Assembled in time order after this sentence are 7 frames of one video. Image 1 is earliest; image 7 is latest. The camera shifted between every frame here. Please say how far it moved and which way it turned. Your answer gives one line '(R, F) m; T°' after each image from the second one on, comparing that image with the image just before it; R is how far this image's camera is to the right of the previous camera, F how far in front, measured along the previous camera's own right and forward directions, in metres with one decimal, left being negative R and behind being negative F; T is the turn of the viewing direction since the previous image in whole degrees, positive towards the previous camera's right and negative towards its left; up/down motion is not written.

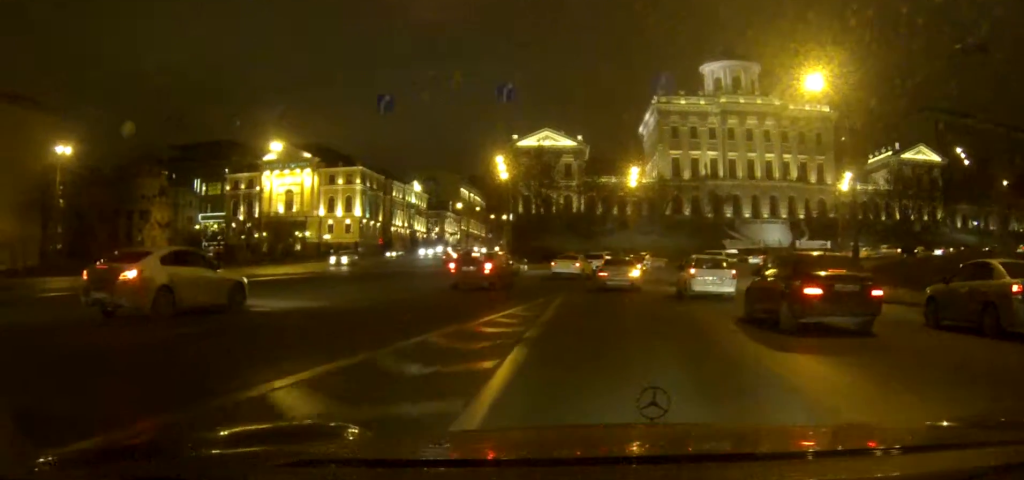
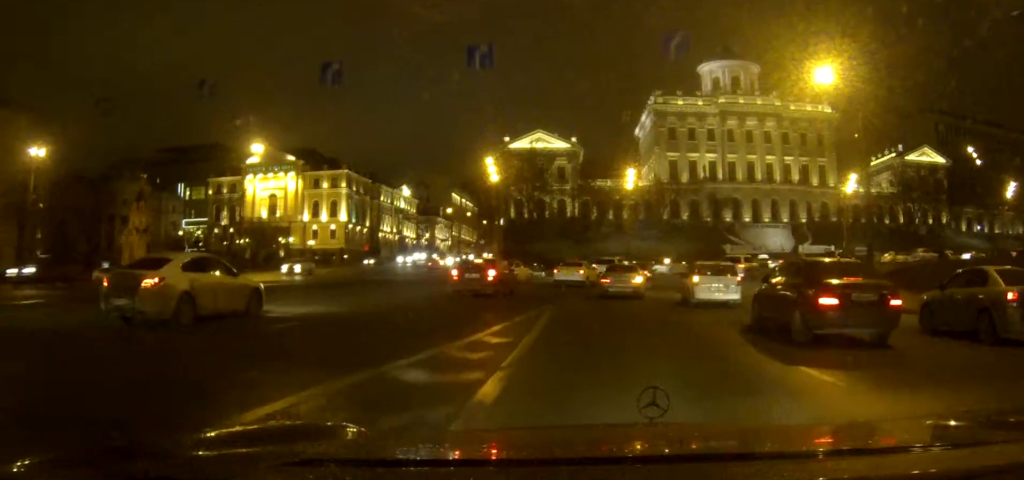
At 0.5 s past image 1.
(0.0, +4.5) m; 0°
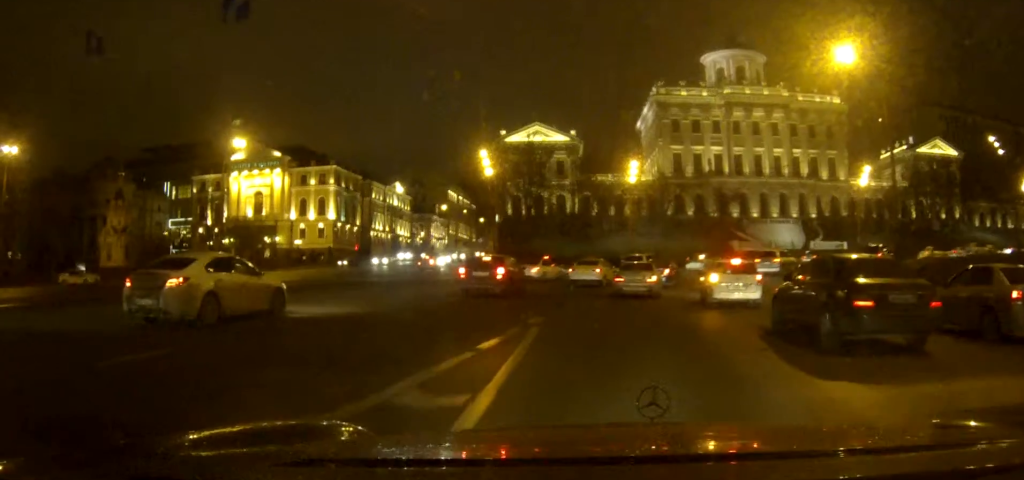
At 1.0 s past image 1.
(0.0, +5.5) m; 0°
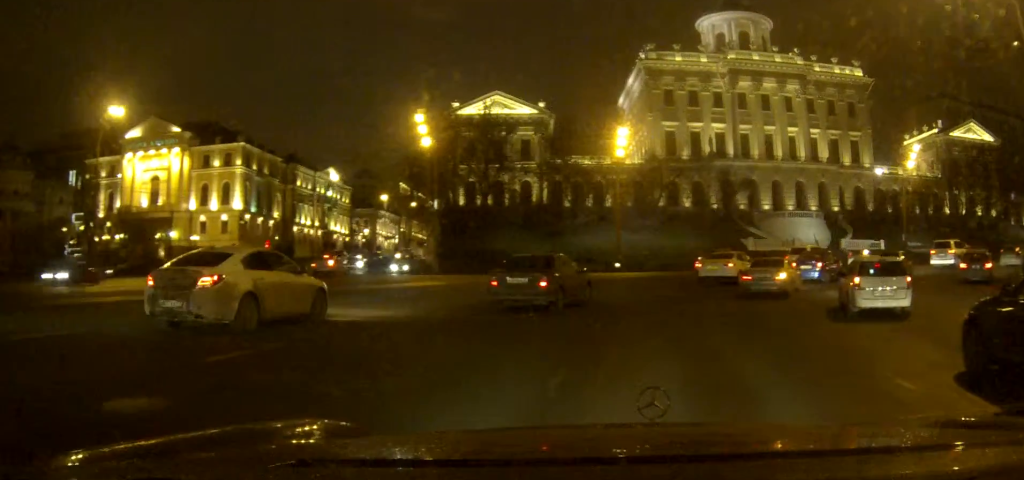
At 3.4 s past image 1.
(+0.3, +22.8) m; +3°
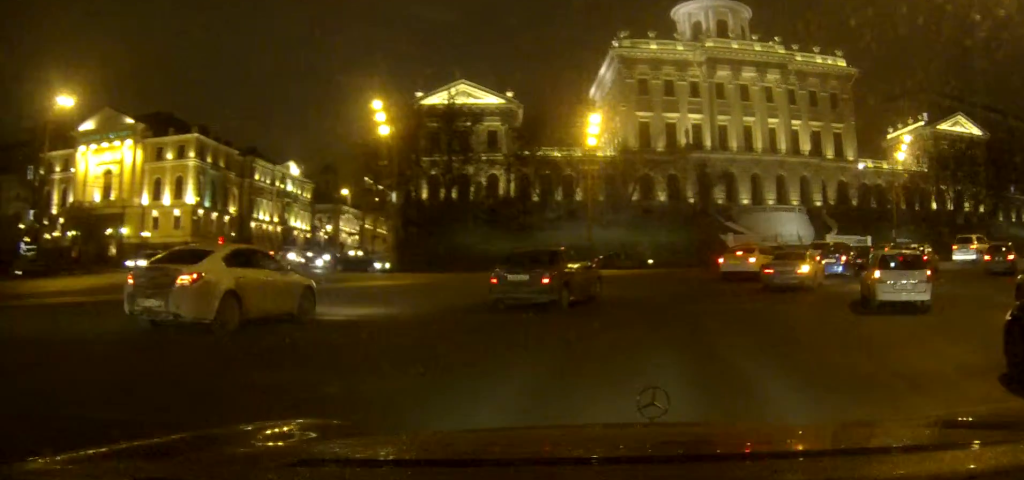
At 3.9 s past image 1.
(0.0, +4.6) m; +2°
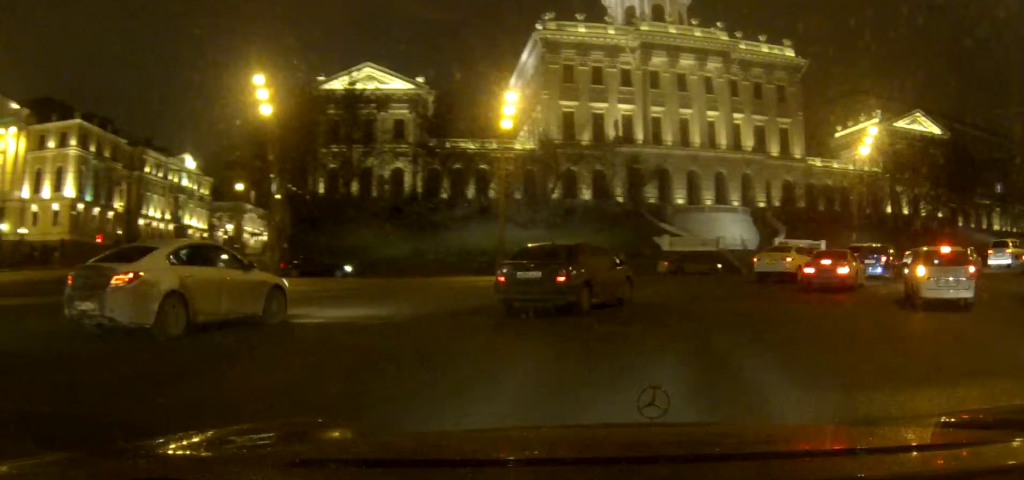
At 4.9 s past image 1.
(+0.4, +9.2) m; +7°
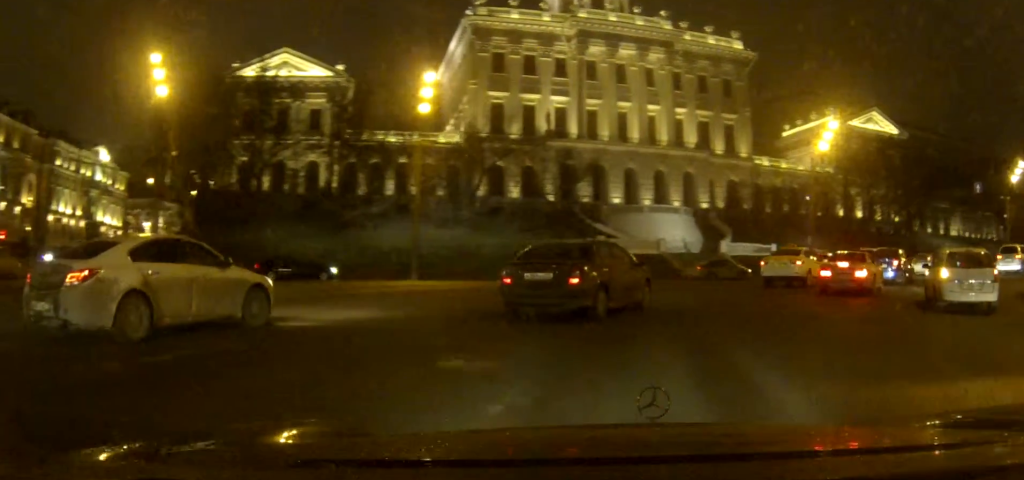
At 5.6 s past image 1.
(+0.3, +5.8) m; +5°
